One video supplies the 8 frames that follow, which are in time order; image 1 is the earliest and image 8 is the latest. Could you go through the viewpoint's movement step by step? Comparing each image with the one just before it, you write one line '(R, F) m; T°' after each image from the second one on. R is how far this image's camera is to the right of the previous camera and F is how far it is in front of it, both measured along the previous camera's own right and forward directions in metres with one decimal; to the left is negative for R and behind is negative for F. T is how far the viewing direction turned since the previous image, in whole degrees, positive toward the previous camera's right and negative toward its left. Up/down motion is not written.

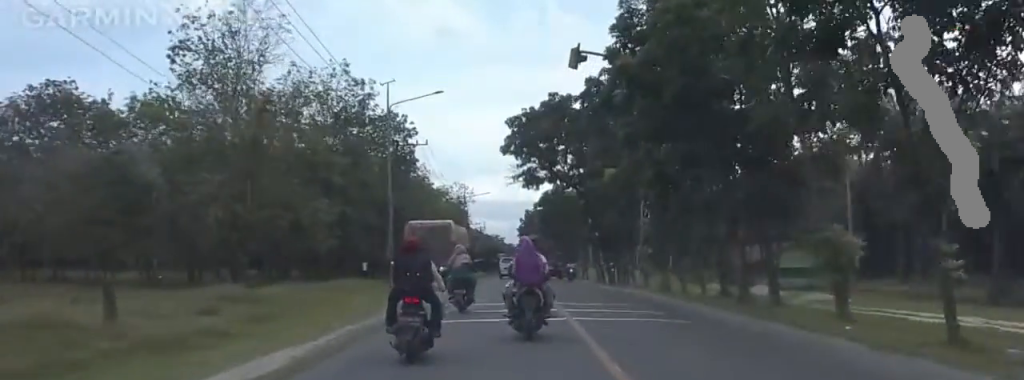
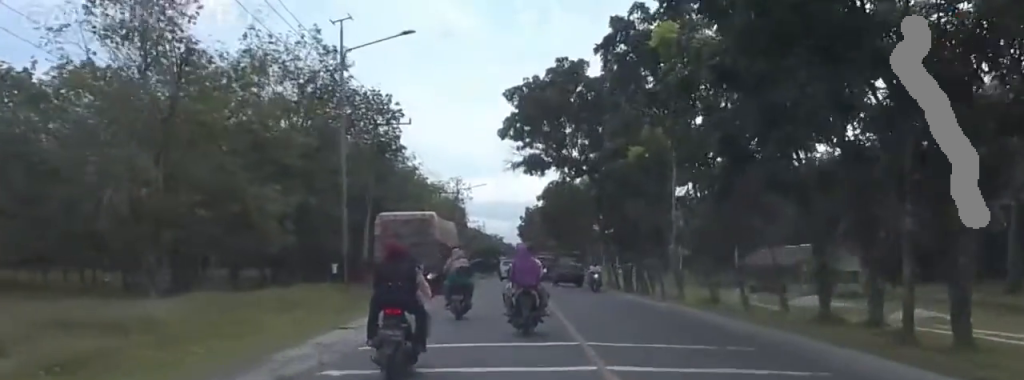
(0.0, +11.6) m; 0°
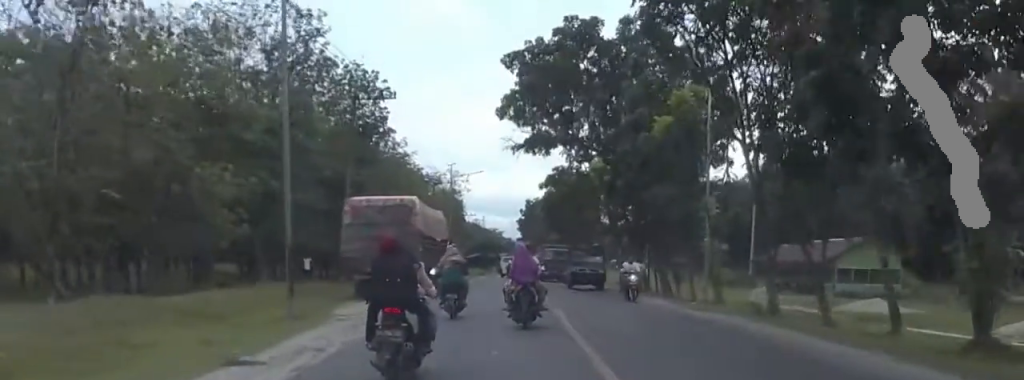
(0.0, +7.9) m; 0°
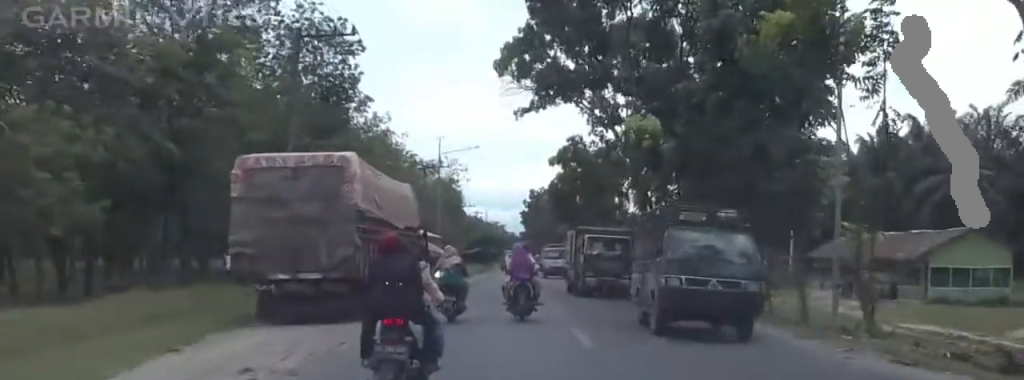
(0.0, +14.6) m; 0°
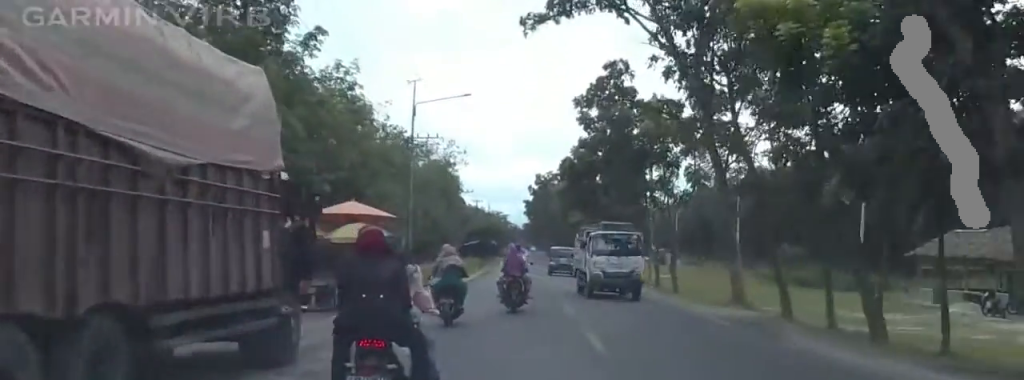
(0.0, +18.3) m; 0°
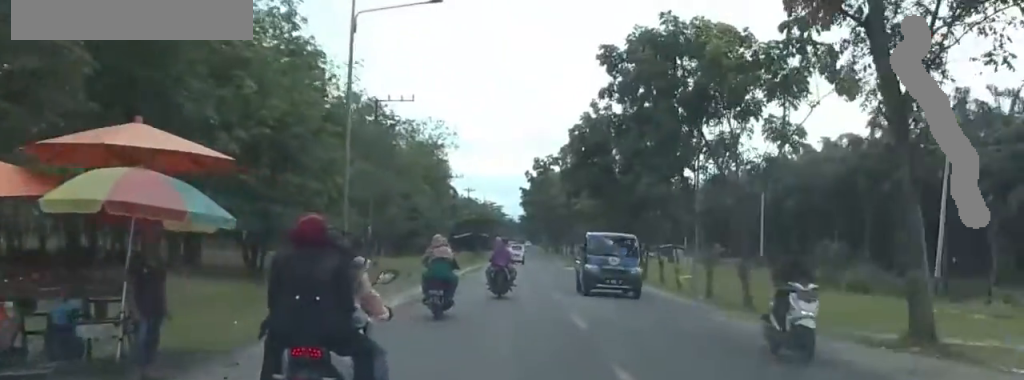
(0.0, +15.8) m; 0°
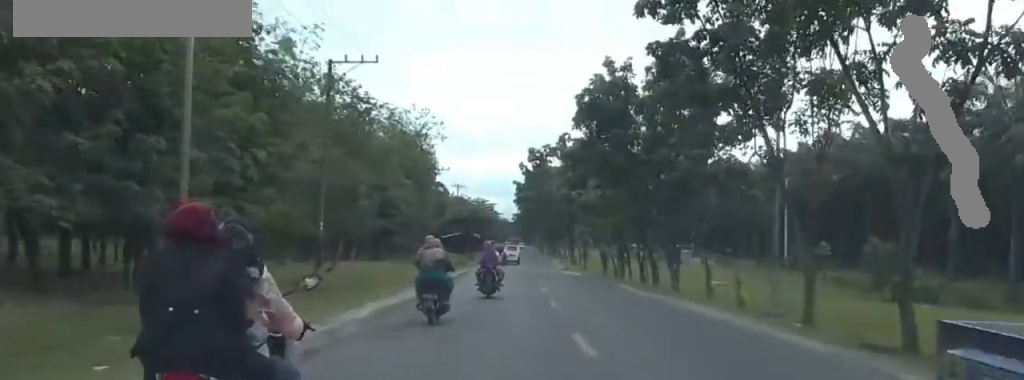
(0.0, +13.3) m; 0°
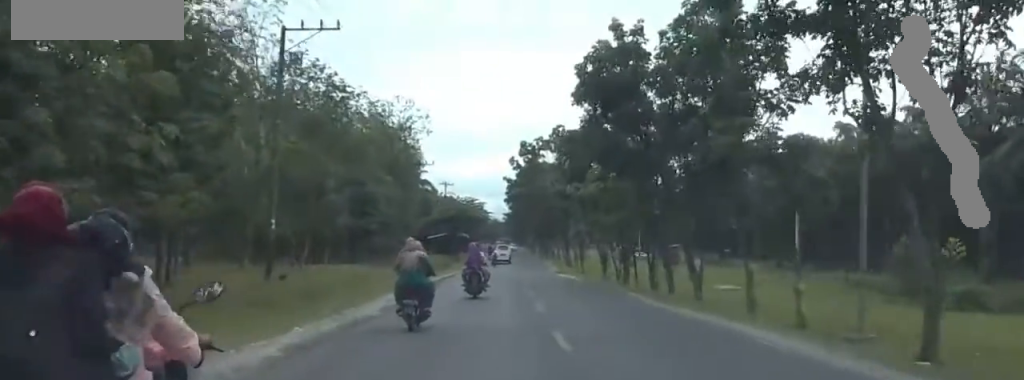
(0.0, +7.2) m; 0°
